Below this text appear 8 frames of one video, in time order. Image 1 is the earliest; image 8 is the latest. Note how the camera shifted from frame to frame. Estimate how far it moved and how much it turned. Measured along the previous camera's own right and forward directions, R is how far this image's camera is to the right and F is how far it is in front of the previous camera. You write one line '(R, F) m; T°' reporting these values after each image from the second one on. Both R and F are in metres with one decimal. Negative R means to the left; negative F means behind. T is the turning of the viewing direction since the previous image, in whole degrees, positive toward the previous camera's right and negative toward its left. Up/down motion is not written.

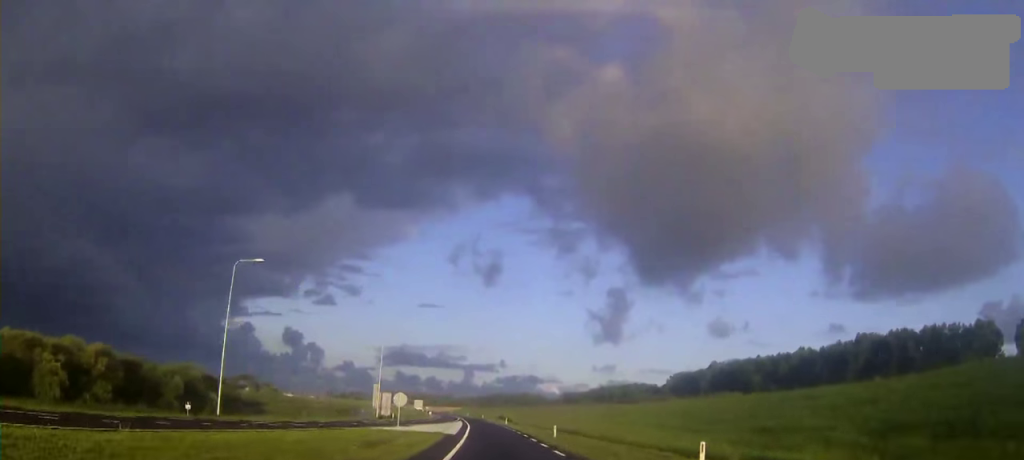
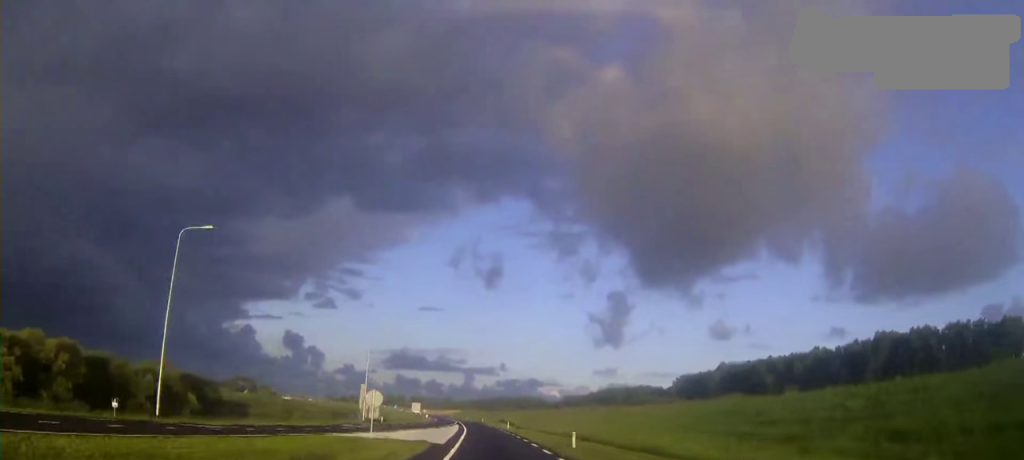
(0.0, +9.1) m; 0°
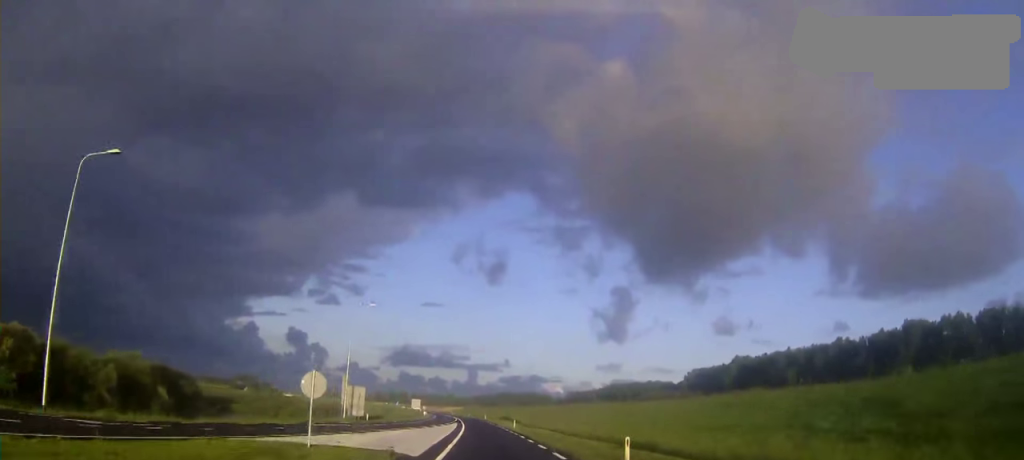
(0.0, +10.9) m; 0°
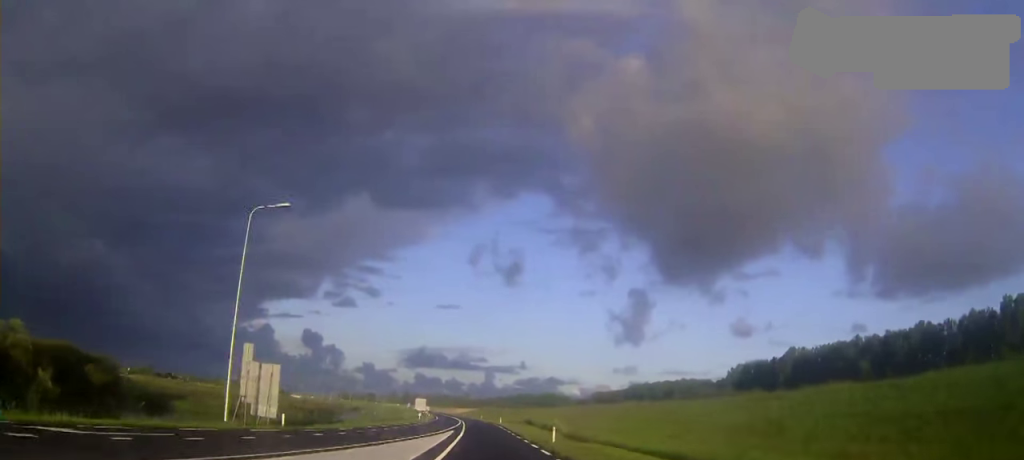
(-0.2, +31.6) m; -1°
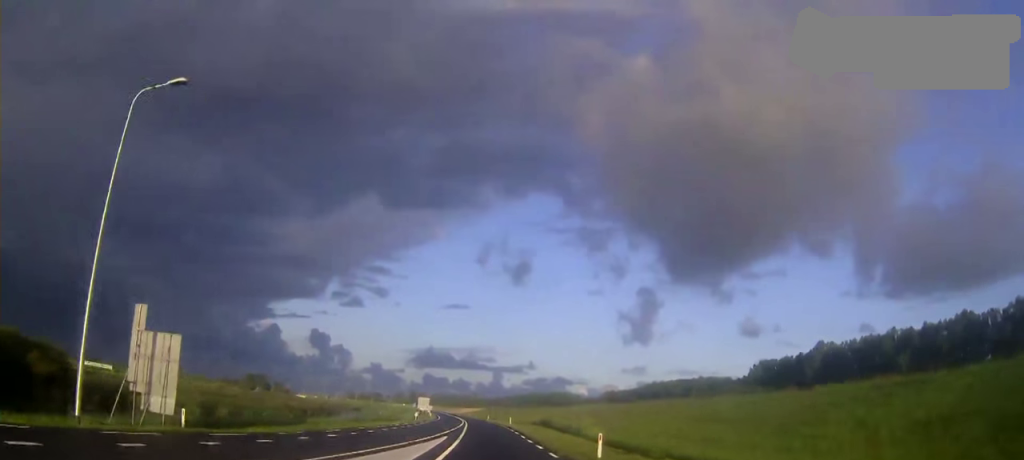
(0.0, +13.5) m; -1°
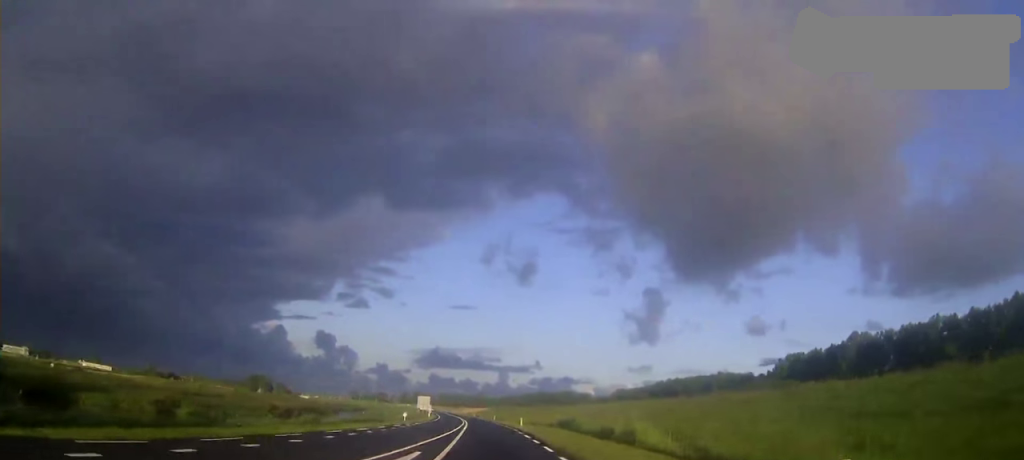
(-0.2, +16.1) m; +1°
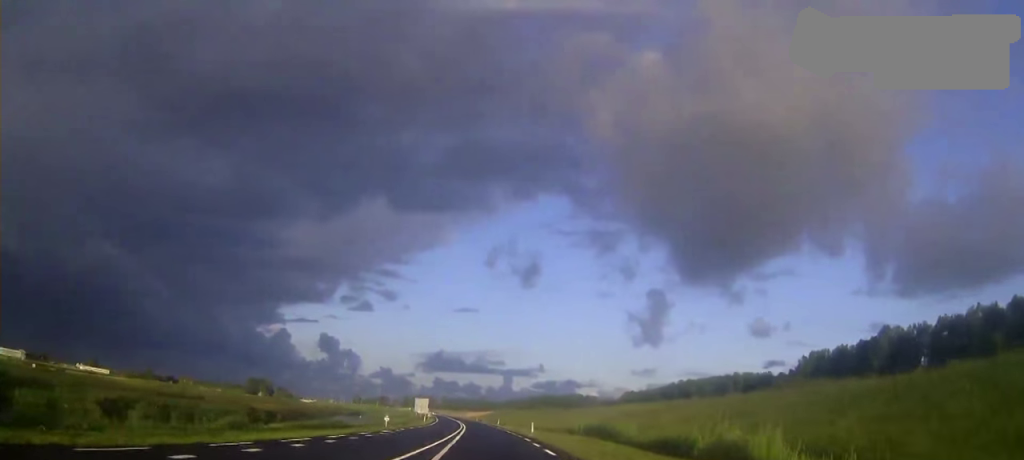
(+0.1, +13.4) m; 0°
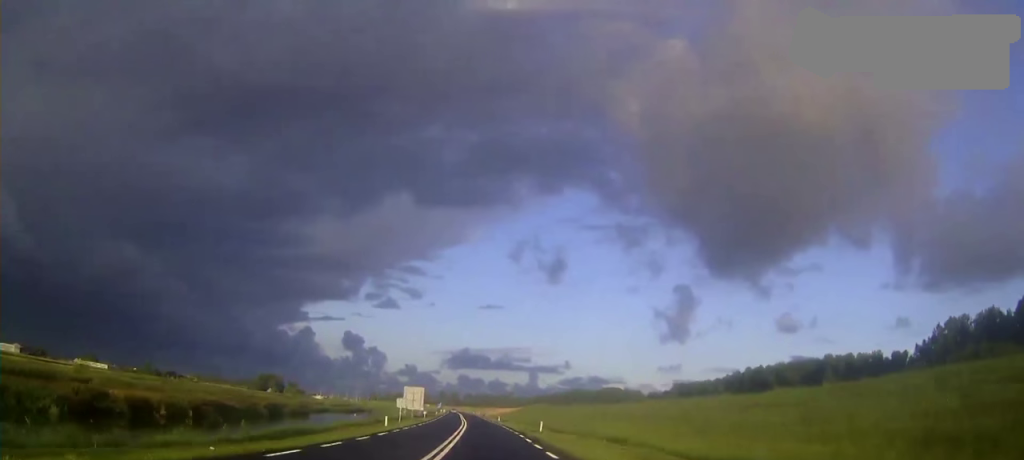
(-2.8, +54.0) m; -4°
